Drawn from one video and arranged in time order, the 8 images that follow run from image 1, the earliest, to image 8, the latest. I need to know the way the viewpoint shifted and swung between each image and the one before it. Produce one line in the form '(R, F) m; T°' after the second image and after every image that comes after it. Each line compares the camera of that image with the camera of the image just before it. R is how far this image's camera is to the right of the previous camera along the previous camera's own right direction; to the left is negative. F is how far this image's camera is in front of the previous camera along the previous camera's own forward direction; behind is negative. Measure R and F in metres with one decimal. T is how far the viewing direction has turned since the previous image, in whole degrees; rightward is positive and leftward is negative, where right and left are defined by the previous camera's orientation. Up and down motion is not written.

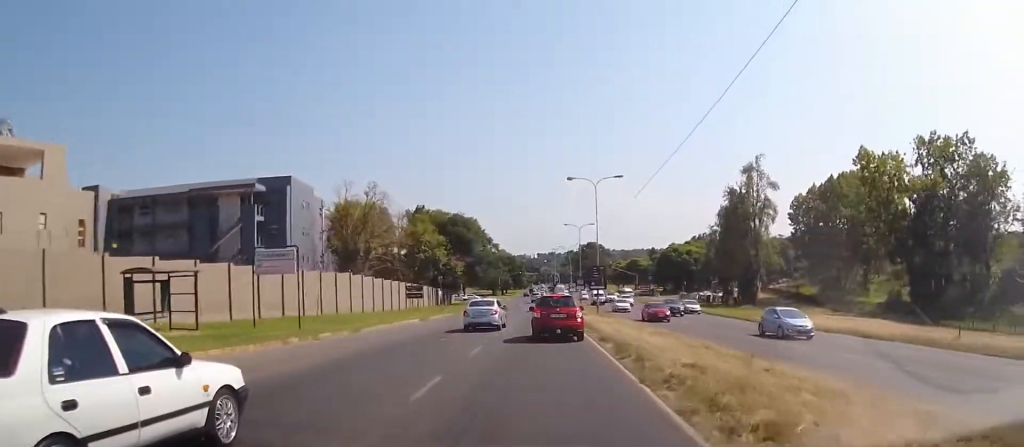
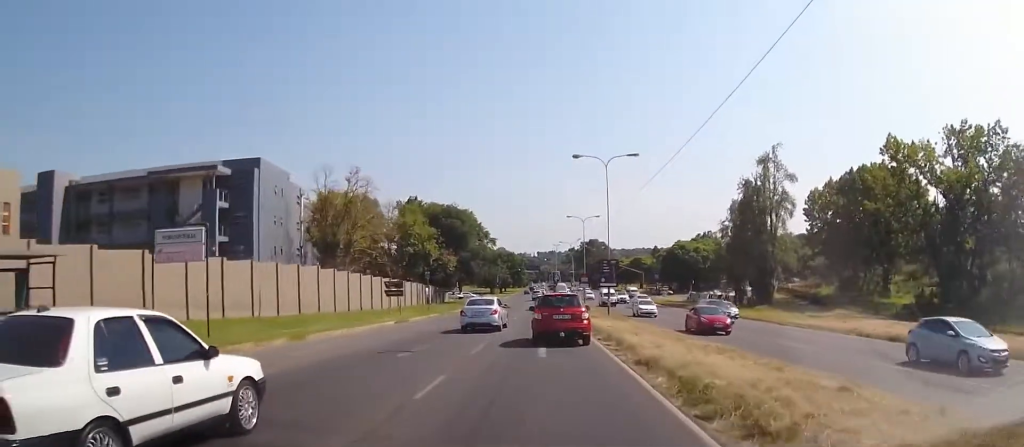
(-0.1, +7.4) m; 0°
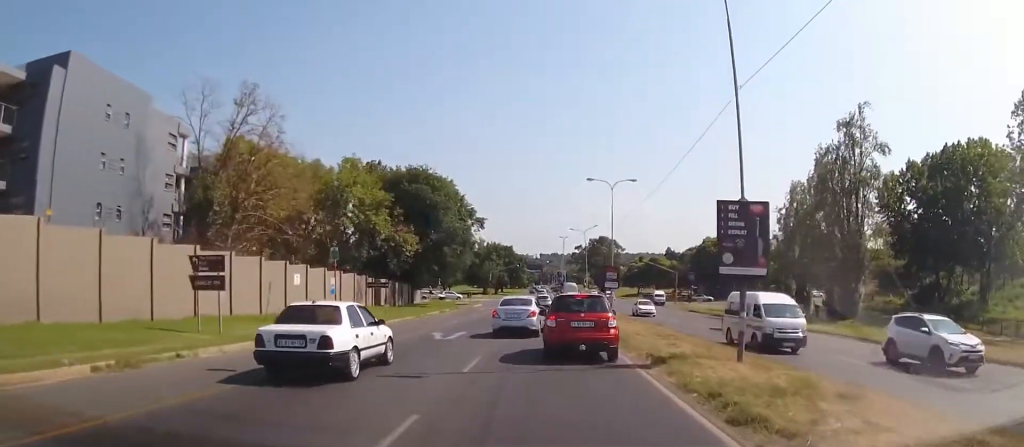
(-0.3, +28.0) m; 0°
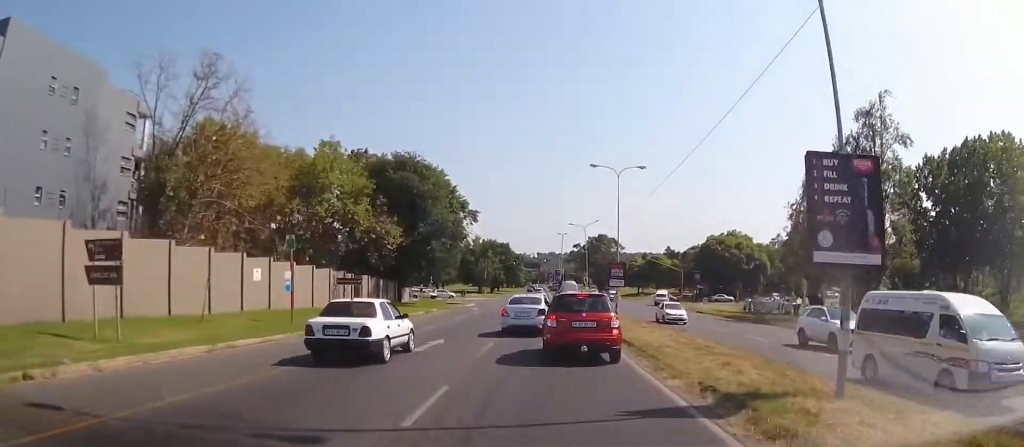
(+0.2, +5.4) m; +1°
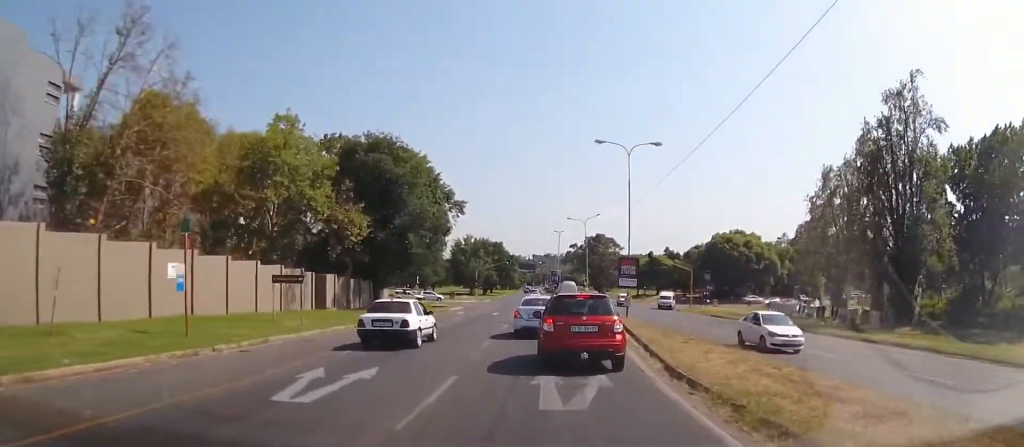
(+0.1, +7.9) m; +1°
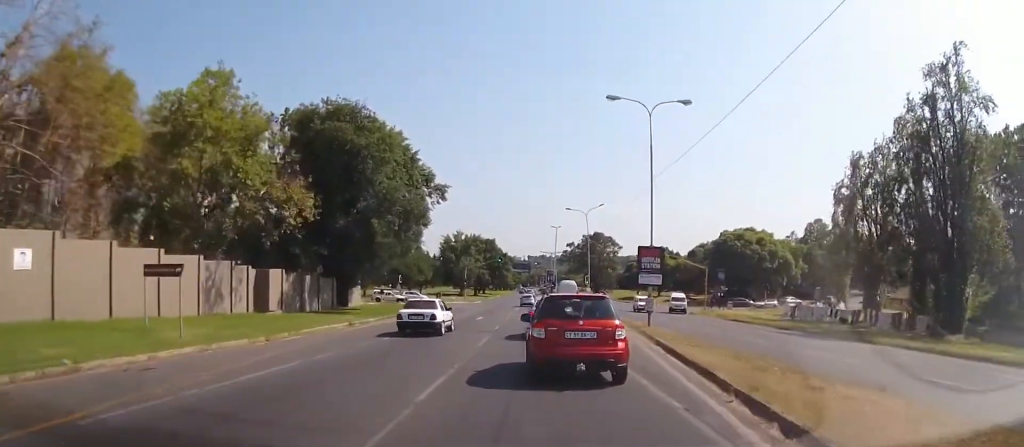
(-0.2, +8.6) m; 0°
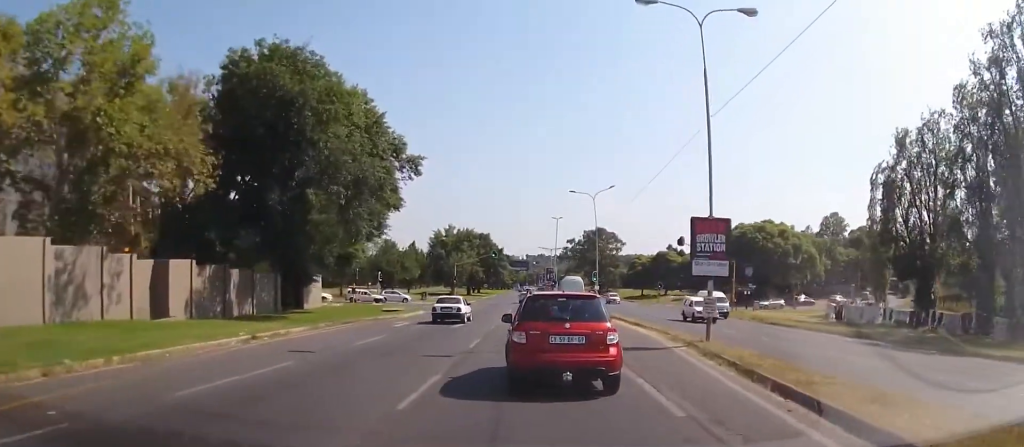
(+0.1, +10.1) m; +1°
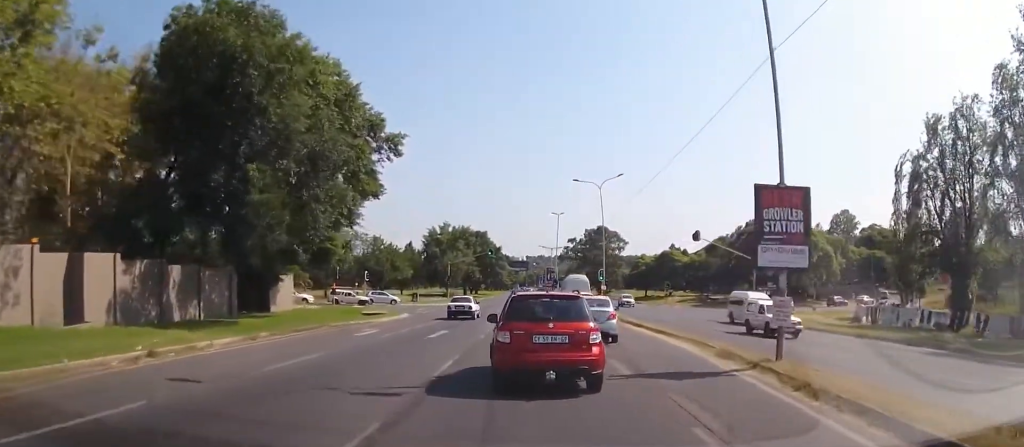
(0.0, +5.8) m; +1°
